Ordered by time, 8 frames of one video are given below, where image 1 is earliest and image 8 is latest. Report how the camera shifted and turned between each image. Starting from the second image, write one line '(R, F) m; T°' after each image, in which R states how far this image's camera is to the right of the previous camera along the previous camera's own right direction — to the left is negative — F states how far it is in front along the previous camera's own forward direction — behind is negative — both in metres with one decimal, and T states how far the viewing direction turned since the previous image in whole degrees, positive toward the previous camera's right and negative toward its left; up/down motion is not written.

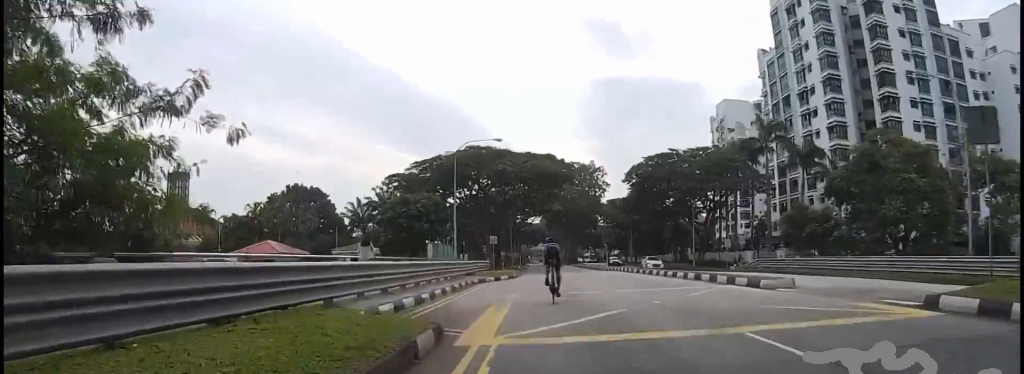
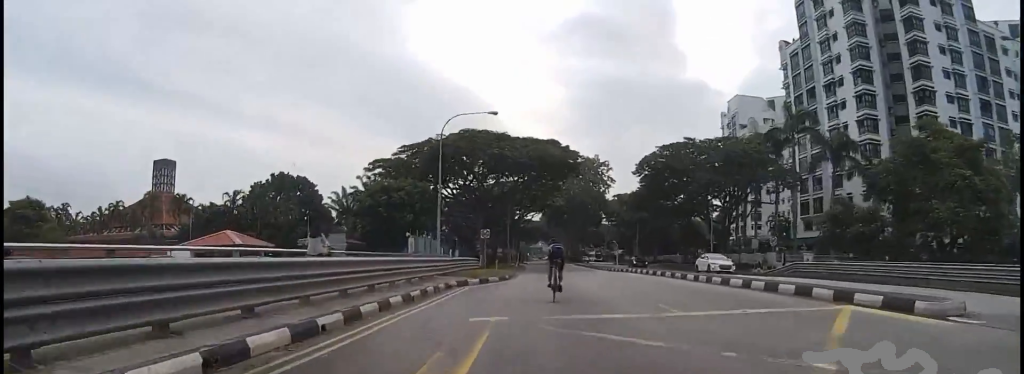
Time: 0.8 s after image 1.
(-0.3, +7.5) m; 0°
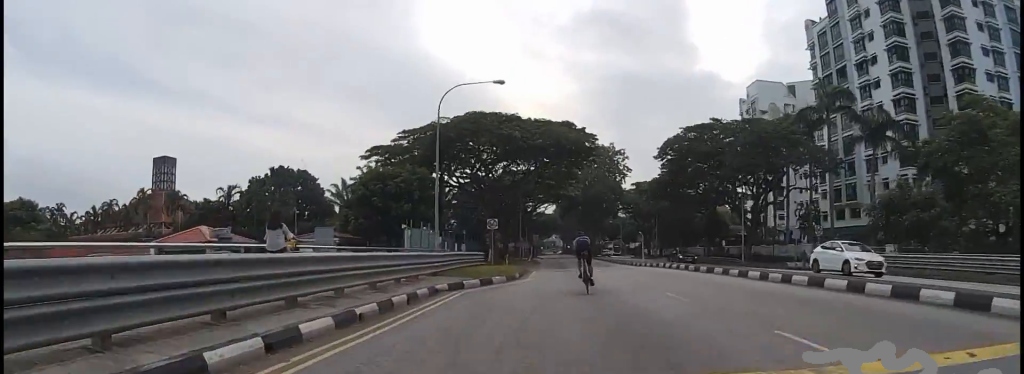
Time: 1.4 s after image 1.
(+0.9, +5.6) m; 0°
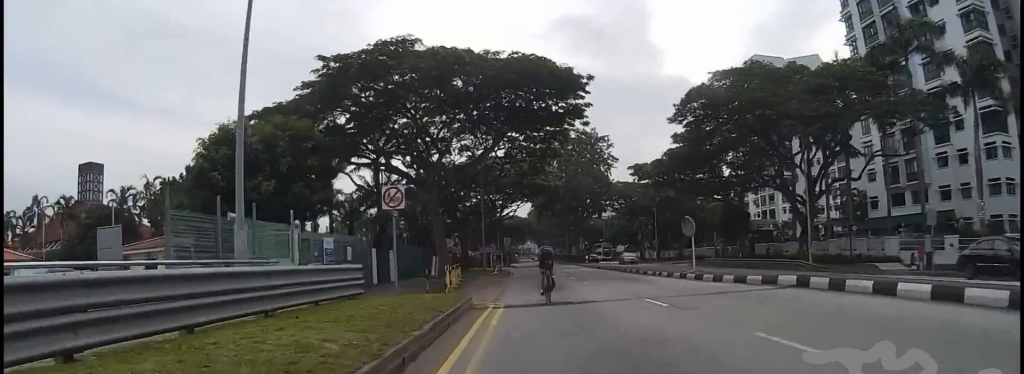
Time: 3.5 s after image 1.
(+0.2, +19.1) m; +9°
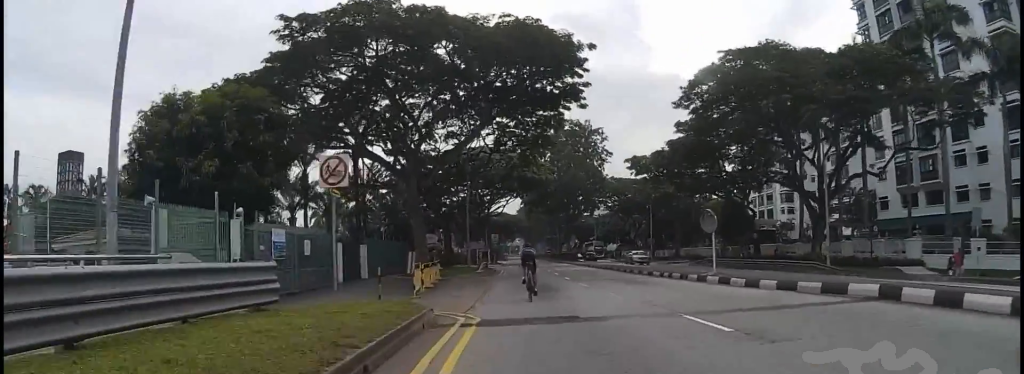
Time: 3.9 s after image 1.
(0.0, +4.0) m; -3°
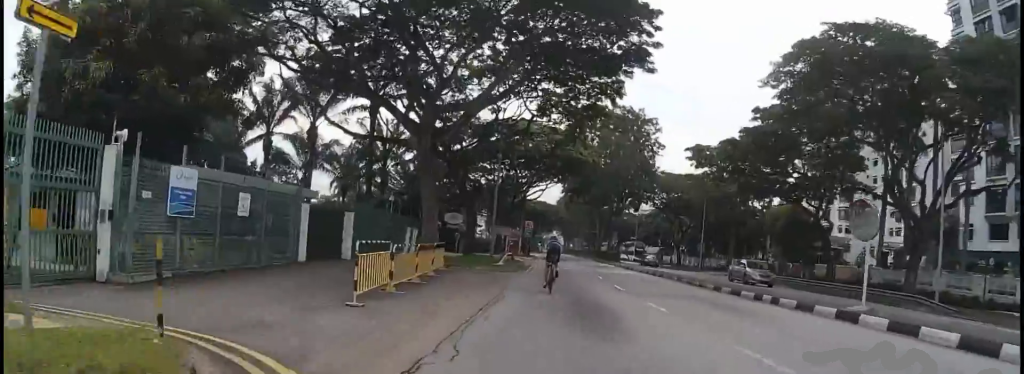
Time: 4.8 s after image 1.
(-0.3, +7.8) m; -6°
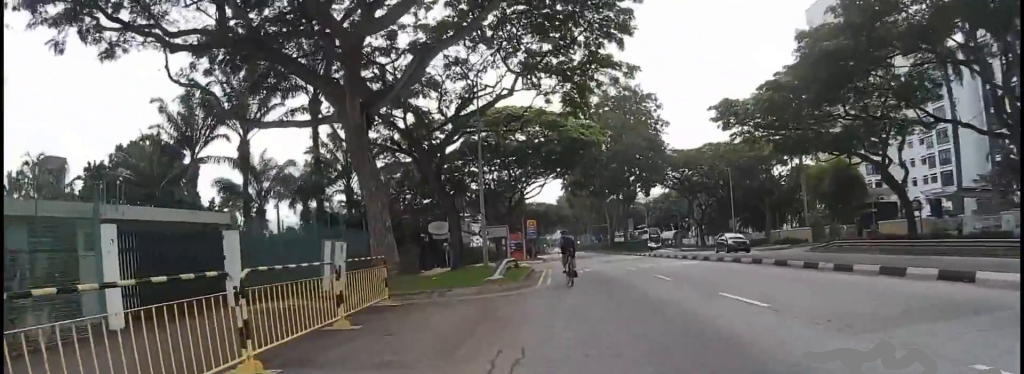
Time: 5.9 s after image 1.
(-0.6, +9.7) m; +3°
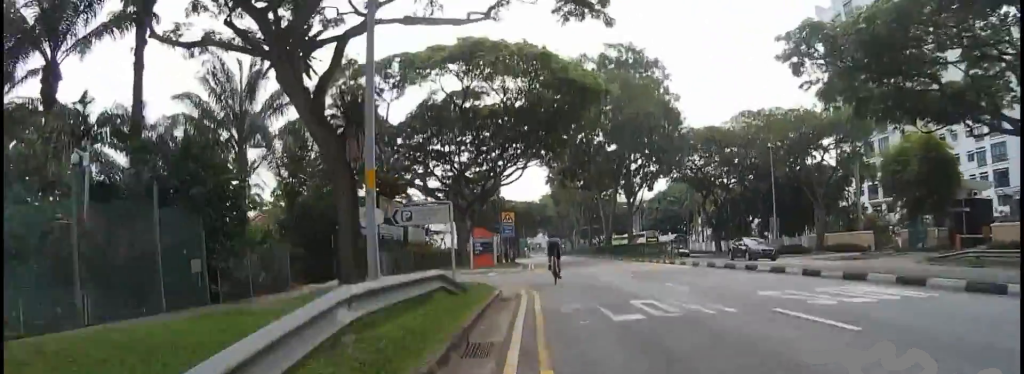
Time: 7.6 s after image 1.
(+1.5, +14.0) m; +6°
